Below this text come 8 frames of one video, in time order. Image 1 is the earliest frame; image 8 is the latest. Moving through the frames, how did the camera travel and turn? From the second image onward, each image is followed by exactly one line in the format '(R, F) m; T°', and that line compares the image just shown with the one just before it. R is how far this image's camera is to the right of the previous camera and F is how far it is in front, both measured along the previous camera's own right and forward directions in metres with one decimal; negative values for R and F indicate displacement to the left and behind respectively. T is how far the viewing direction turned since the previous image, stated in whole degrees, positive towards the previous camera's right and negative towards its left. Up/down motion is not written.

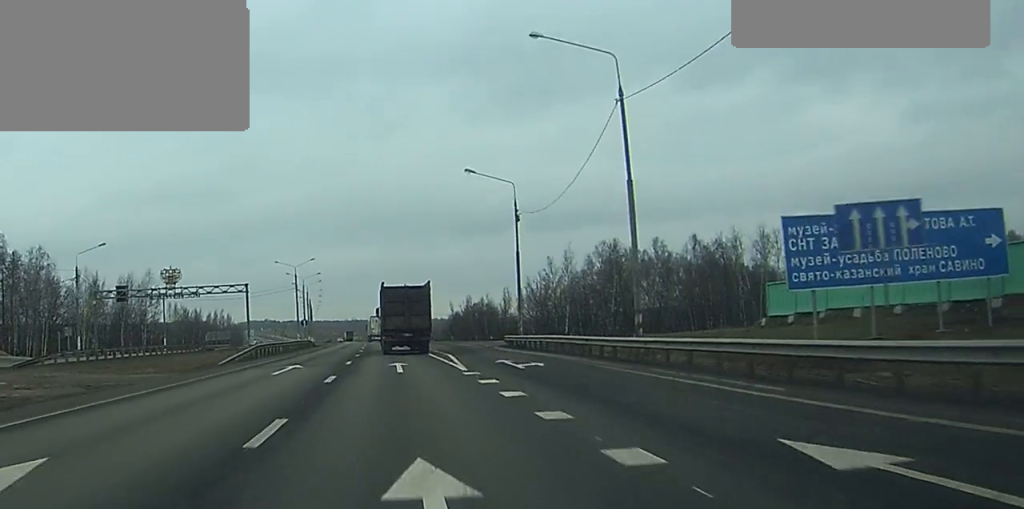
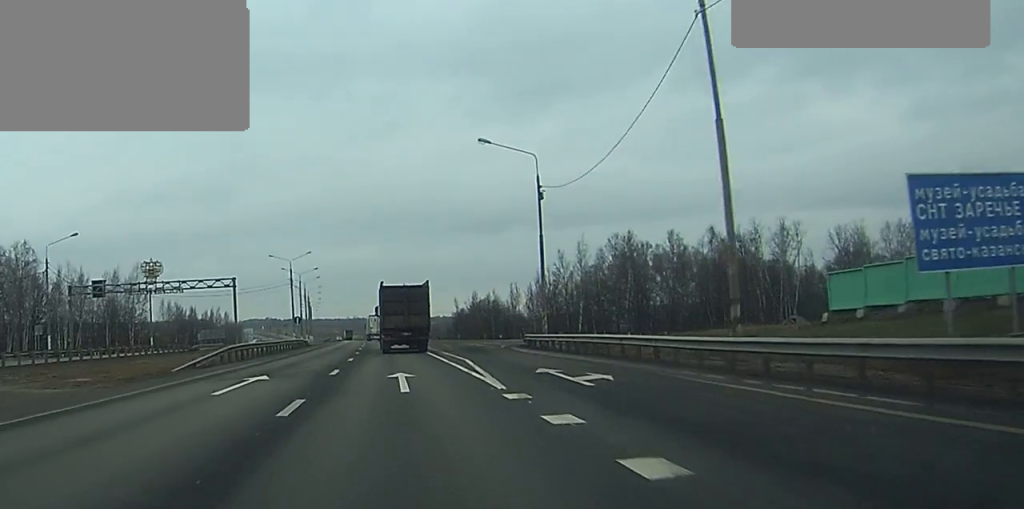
(0.0, +8.8) m; 0°
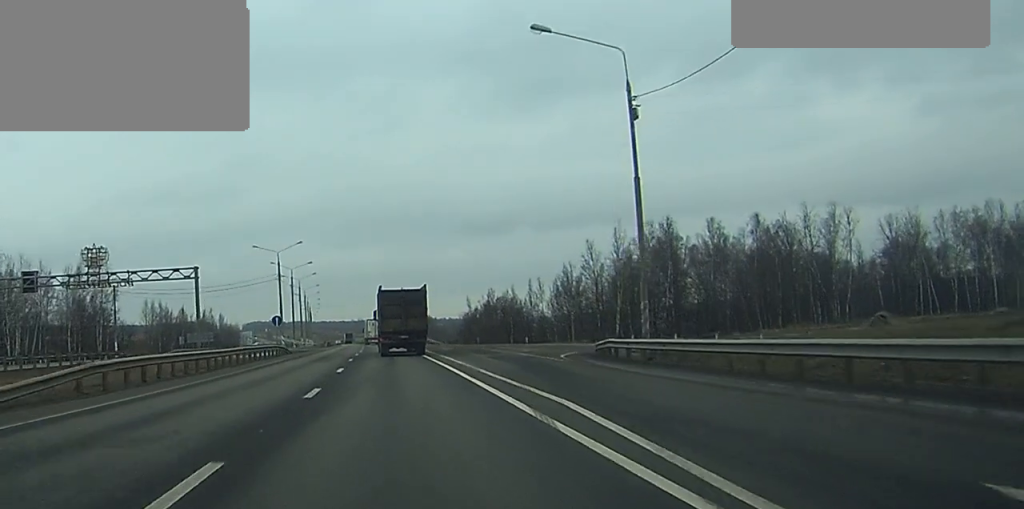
(0.0, +19.1) m; 0°
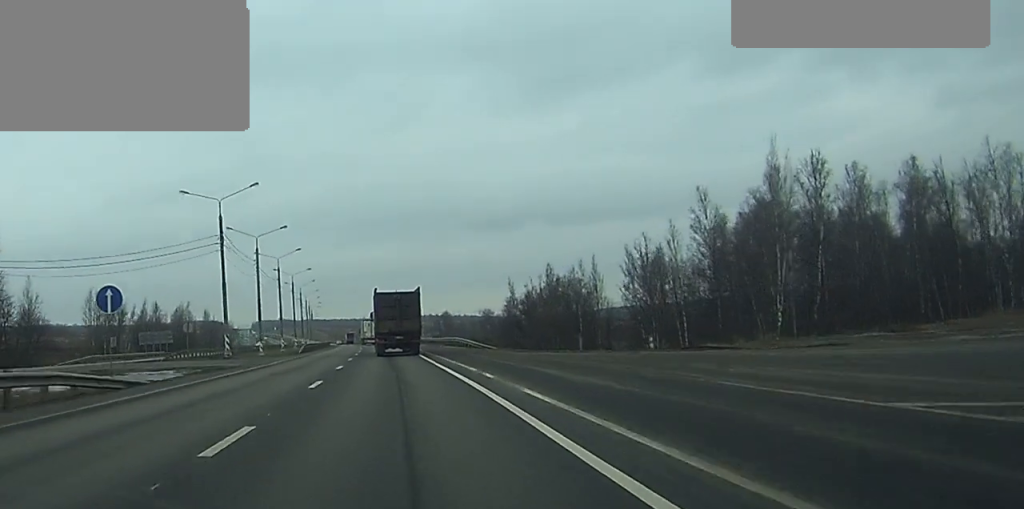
(-0.3, +45.2) m; -1°
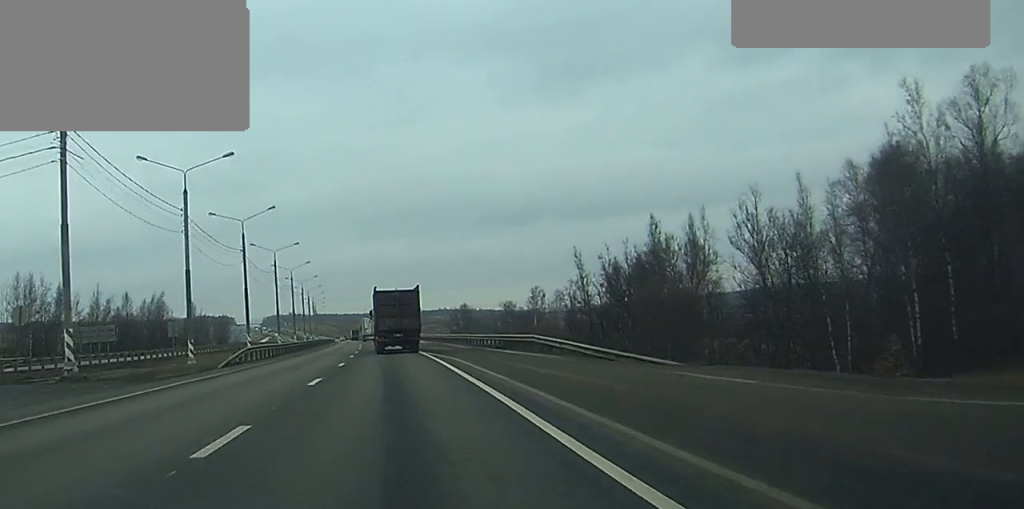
(-0.3, +36.7) m; -1°
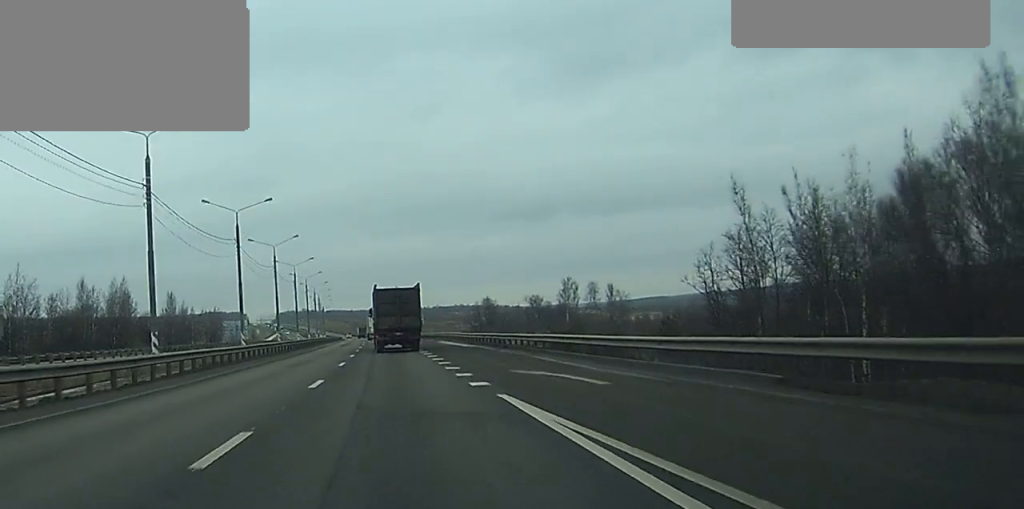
(-0.2, +36.9) m; -1°
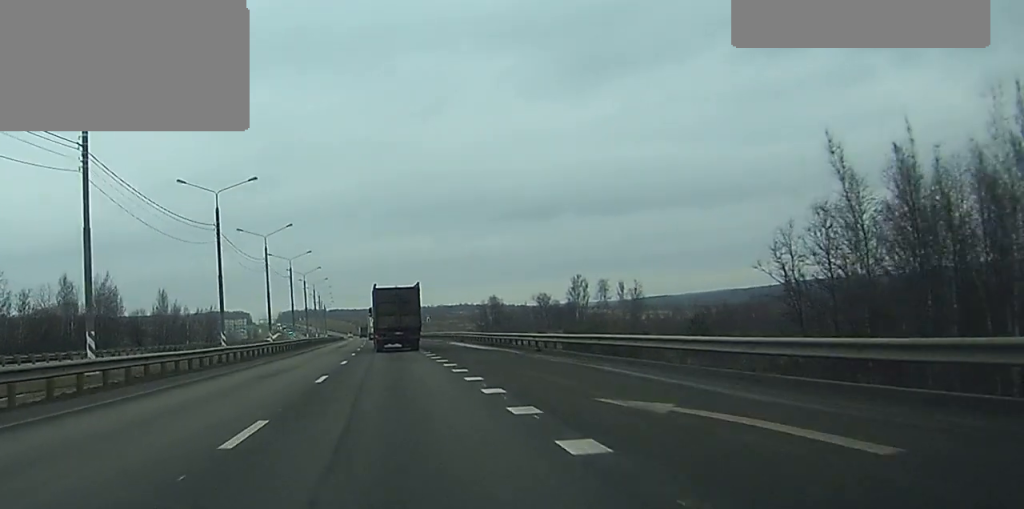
(-0.1, +10.6) m; 0°
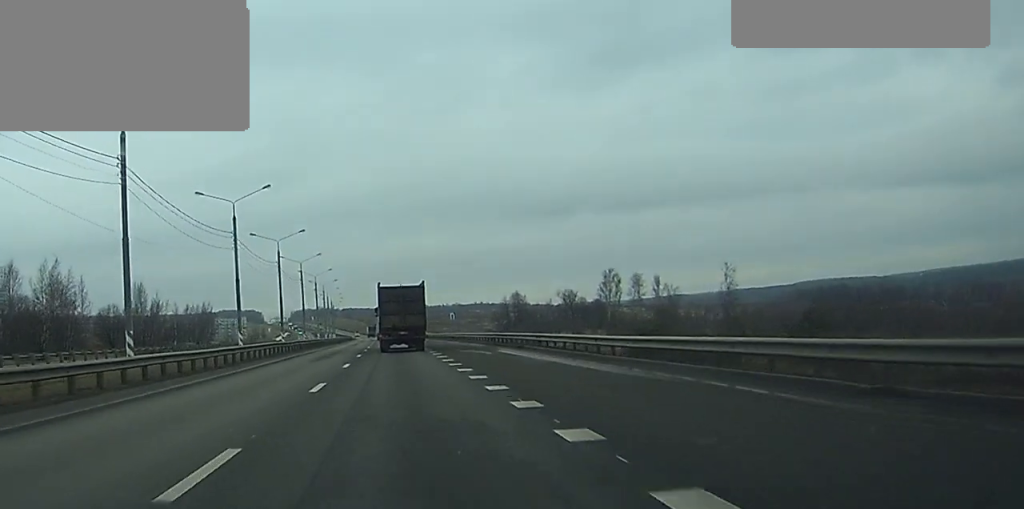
(-0.1, +27.1) m; -1°
